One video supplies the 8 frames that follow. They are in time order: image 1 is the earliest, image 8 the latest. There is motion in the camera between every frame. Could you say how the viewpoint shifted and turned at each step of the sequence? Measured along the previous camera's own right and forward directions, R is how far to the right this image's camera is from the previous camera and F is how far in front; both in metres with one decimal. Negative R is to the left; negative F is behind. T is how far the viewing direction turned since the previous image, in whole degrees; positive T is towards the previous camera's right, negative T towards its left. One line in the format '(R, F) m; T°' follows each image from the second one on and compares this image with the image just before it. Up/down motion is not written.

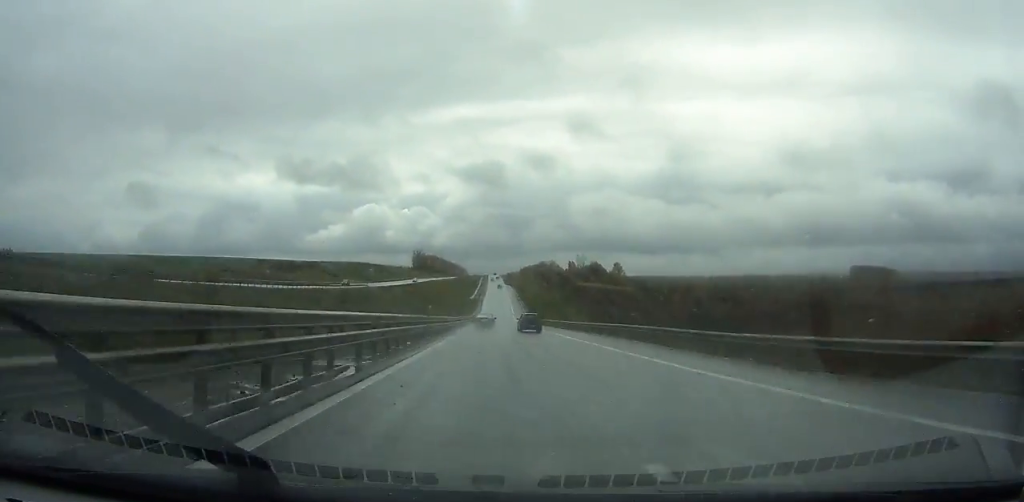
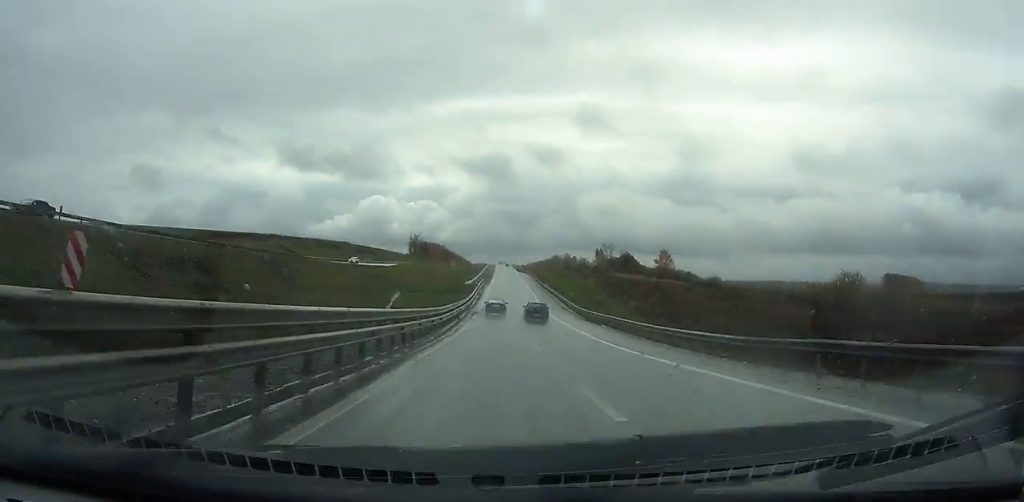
(+2.7, +66.6) m; +3°
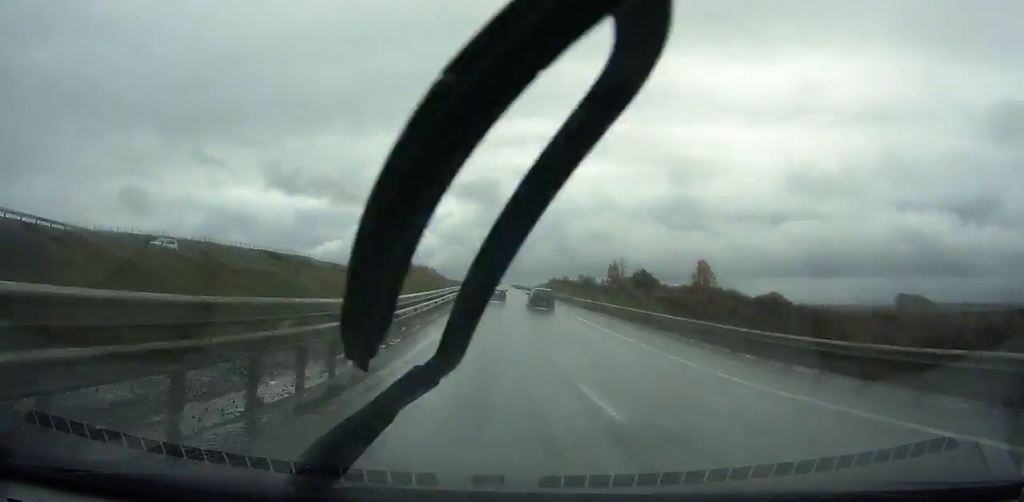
(+0.3, +45.9) m; +1°
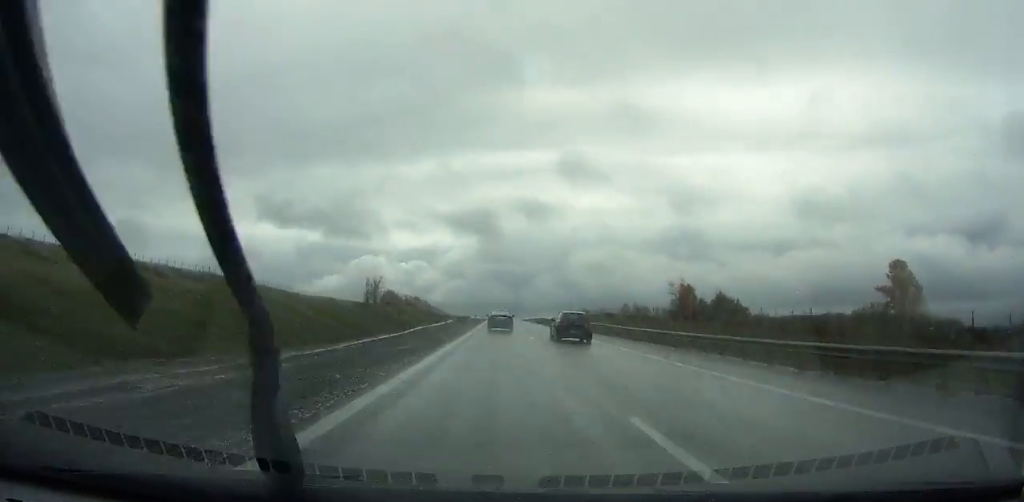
(+0.3, +82.4) m; 0°
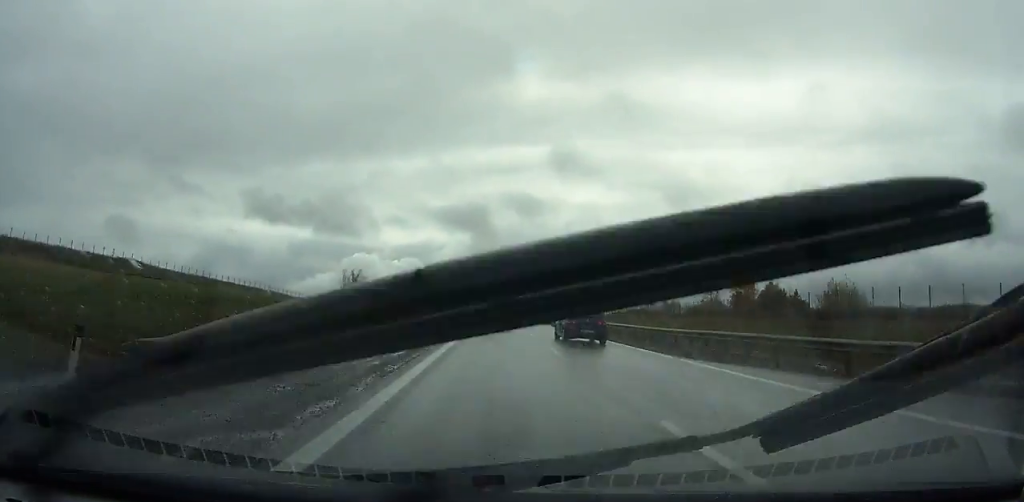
(+0.1, +35.7) m; 0°
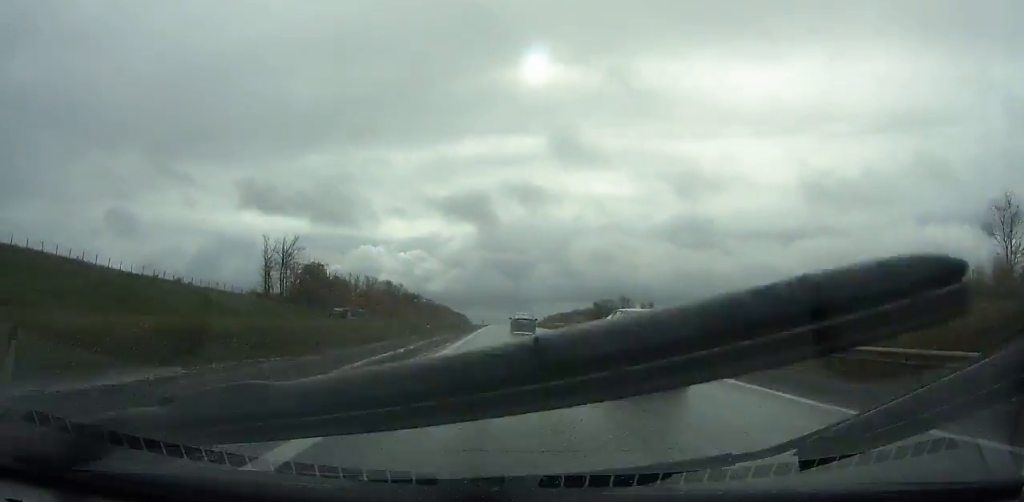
(-0.1, +103.8) m; 0°
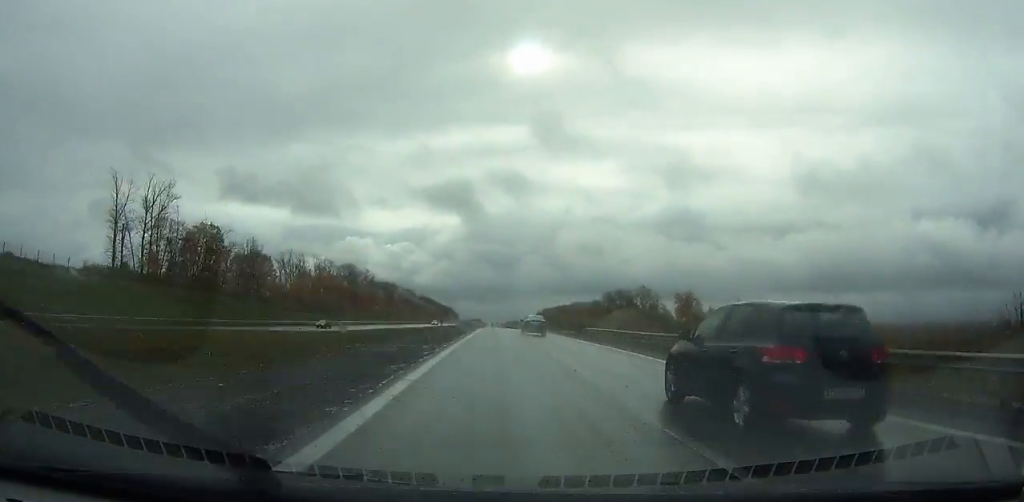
(-0.3, +68.1) m; 0°
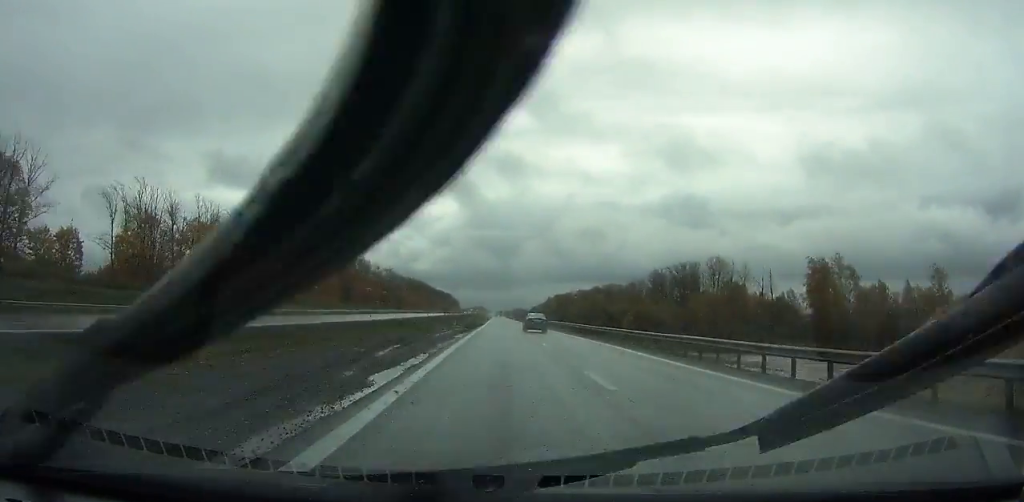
(-0.1, +90.4) m; 0°
